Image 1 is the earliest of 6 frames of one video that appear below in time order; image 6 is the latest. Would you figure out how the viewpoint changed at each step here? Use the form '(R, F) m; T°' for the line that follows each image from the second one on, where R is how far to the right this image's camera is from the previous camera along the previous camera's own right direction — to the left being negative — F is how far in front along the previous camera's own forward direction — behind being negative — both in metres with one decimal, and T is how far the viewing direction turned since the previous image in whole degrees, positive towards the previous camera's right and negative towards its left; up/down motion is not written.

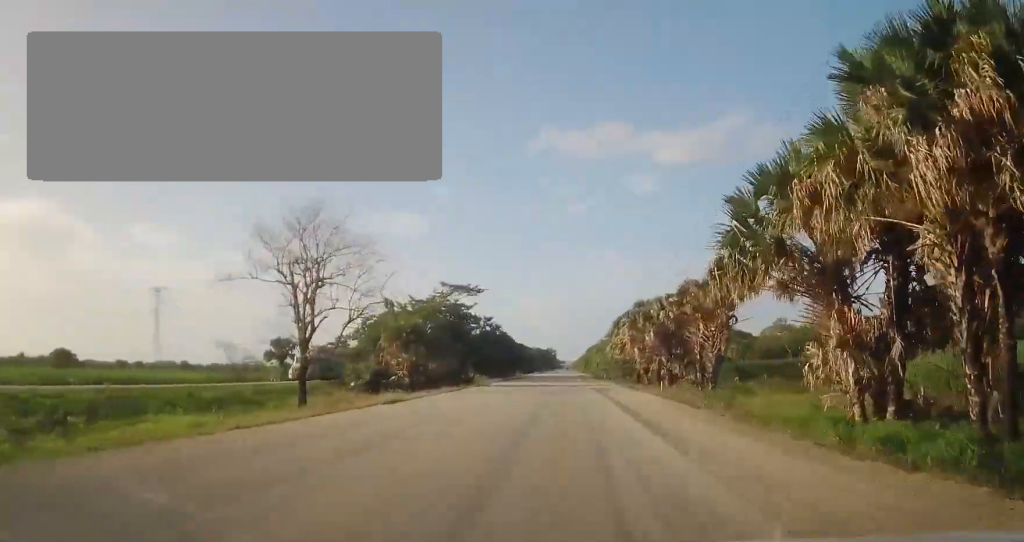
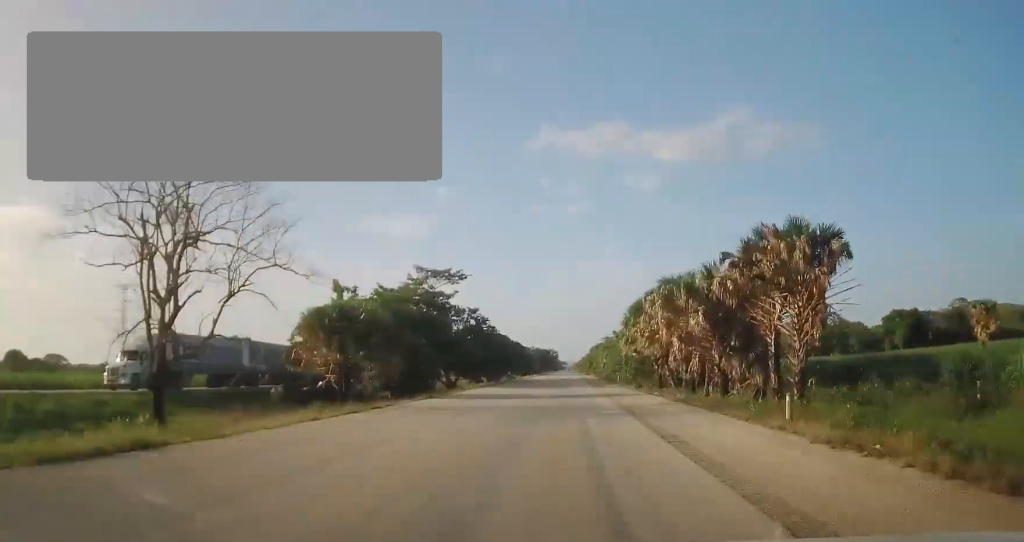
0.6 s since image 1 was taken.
(+0.2, +15.8) m; 0°
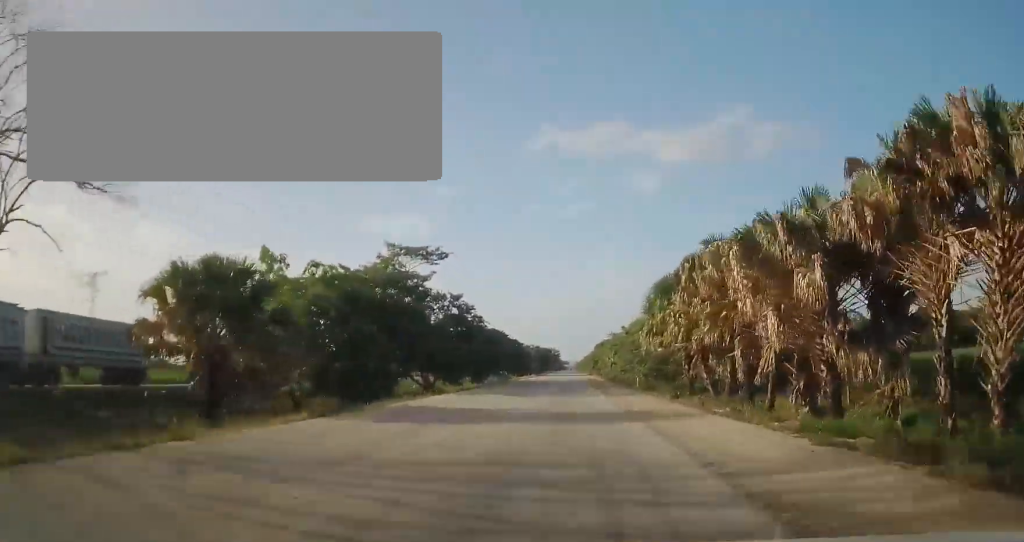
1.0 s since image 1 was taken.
(-0.3, +13.5) m; 0°
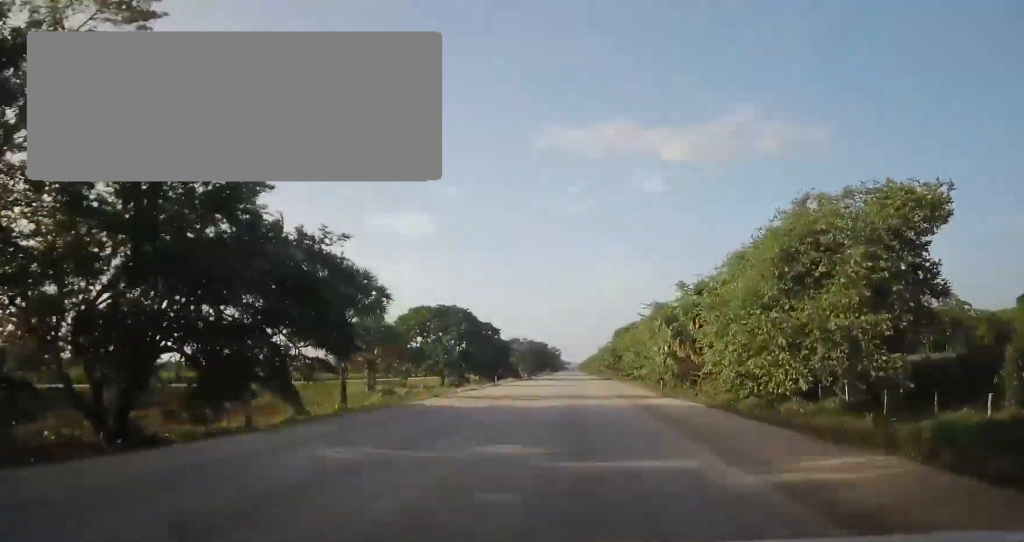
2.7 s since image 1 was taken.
(-0.3, +47.4) m; 0°
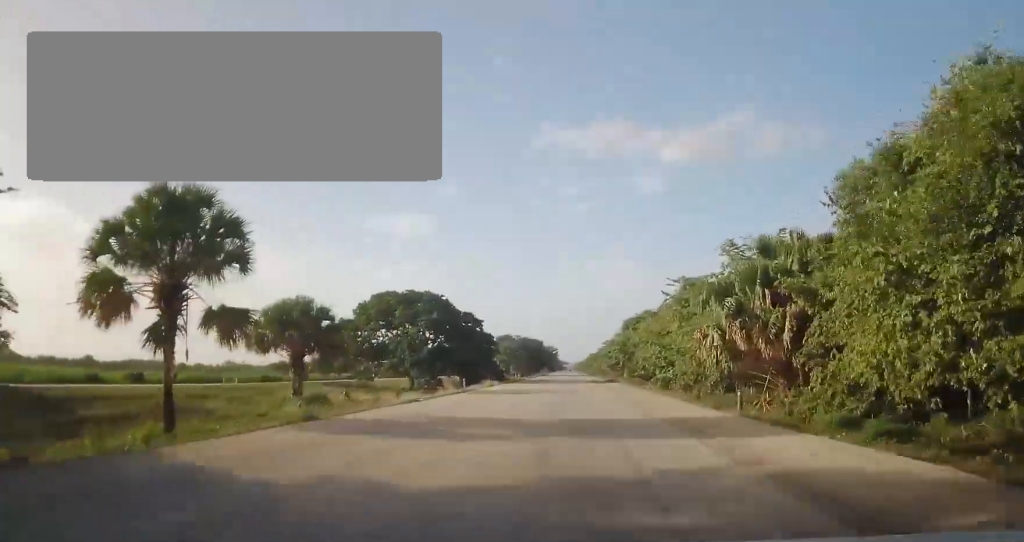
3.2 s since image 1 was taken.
(0.0, +14.7) m; 0°
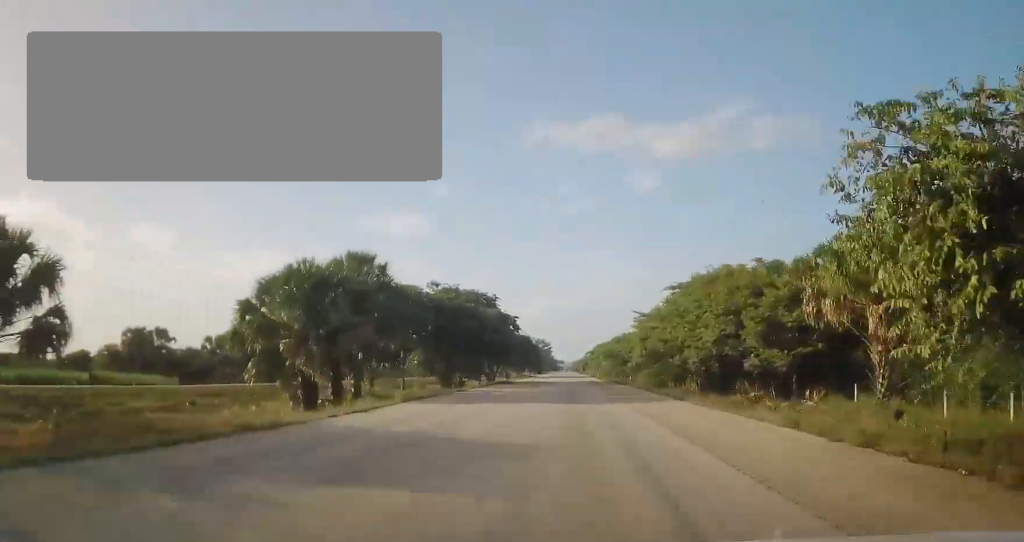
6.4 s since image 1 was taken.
(+1.1, +91.4) m; +1°
